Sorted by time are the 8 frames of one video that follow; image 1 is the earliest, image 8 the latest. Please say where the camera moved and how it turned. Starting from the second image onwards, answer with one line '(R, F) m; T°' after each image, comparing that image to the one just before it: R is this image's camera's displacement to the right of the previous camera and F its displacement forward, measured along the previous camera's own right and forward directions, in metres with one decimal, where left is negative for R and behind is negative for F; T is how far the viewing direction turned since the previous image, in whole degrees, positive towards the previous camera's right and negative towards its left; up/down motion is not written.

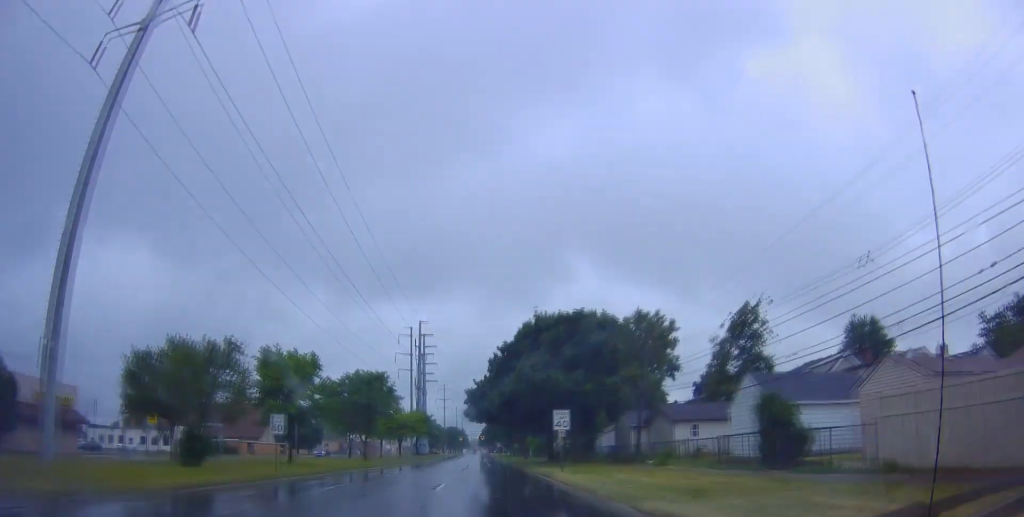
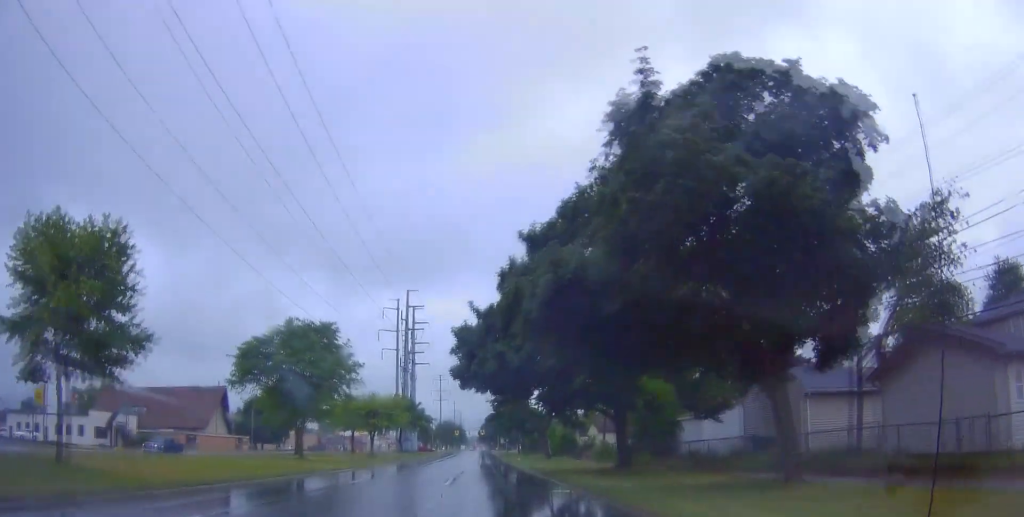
(+0.8, +28.0) m; 0°
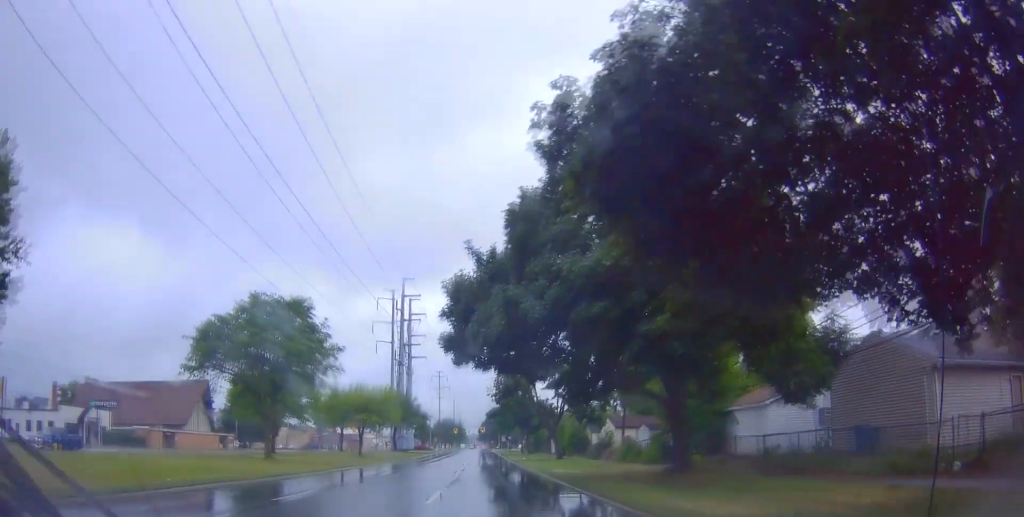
(-0.4, +8.1) m; 0°
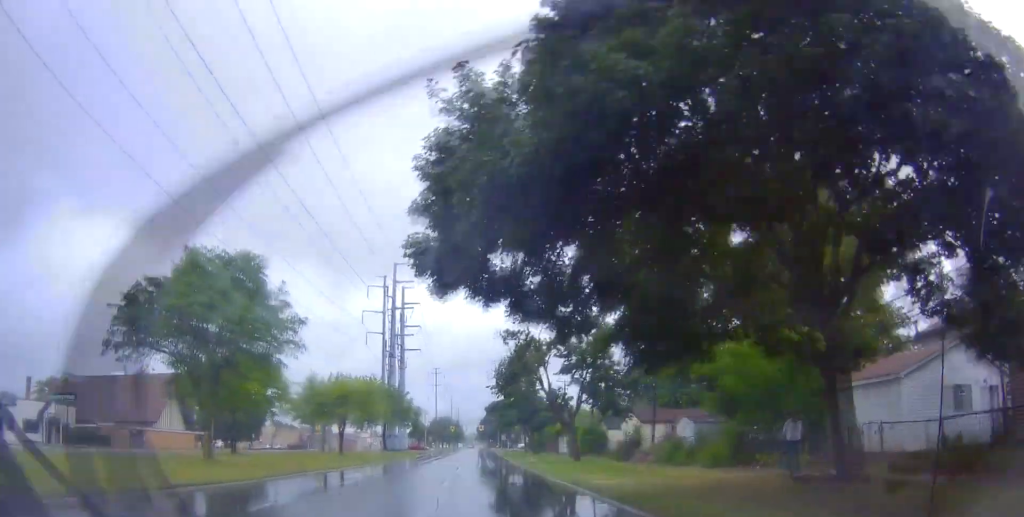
(-0.3, +9.8) m; 0°
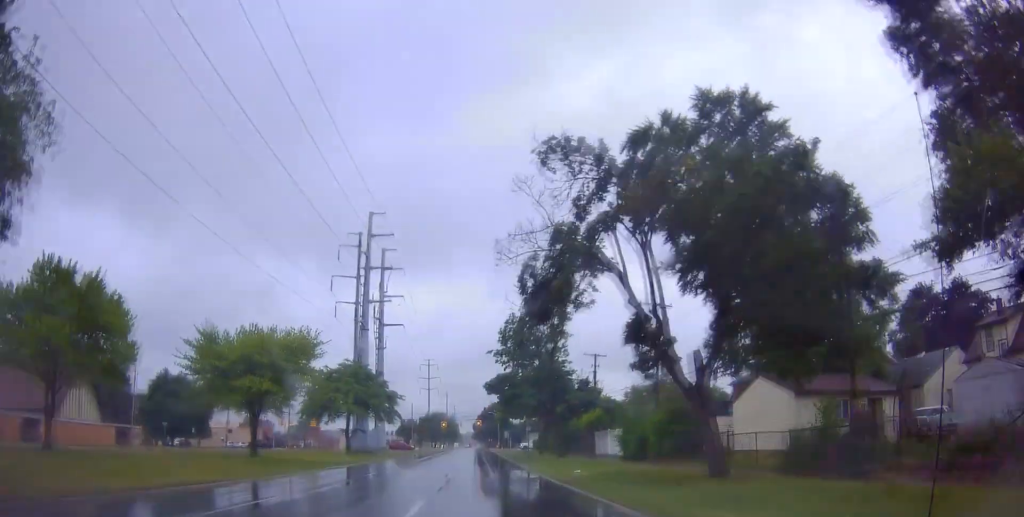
(+1.0, +25.2) m; +1°
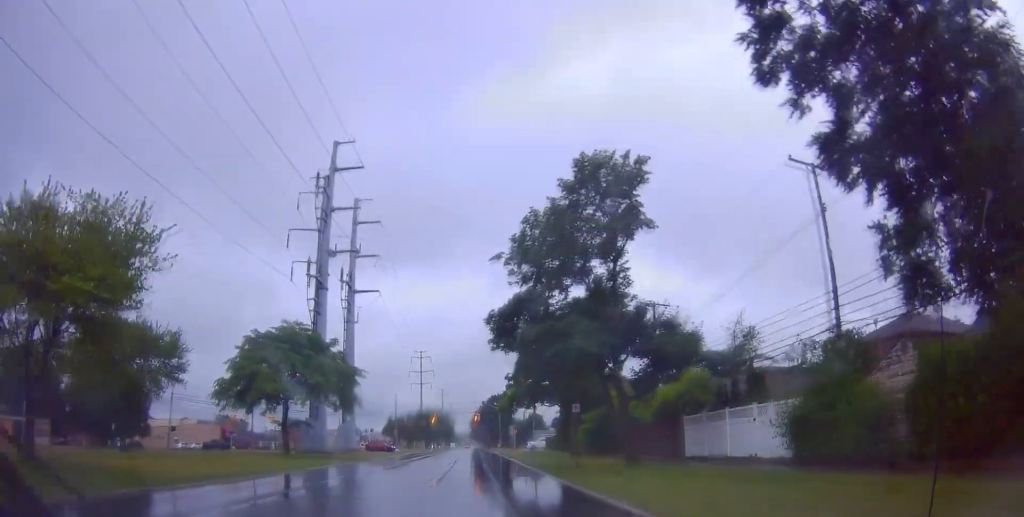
(-0.9, +23.3) m; -1°
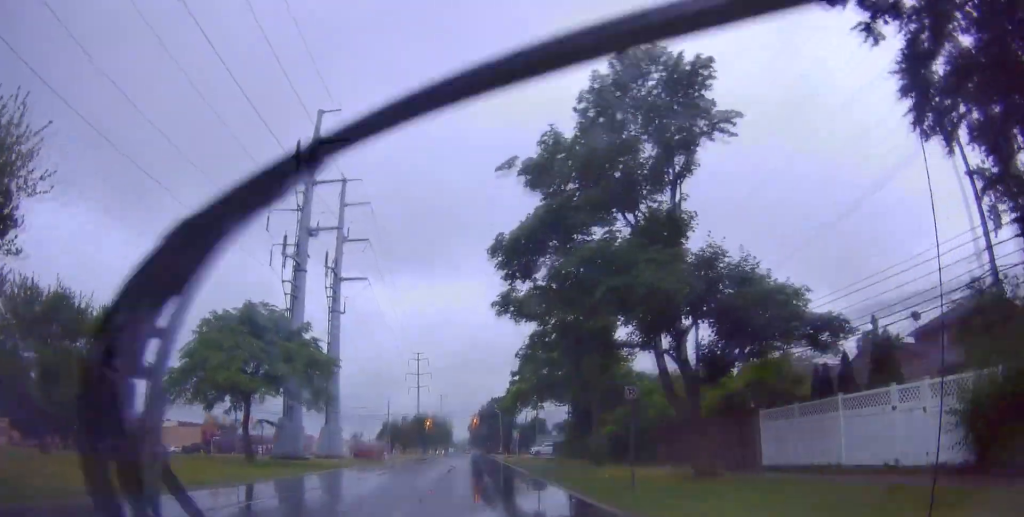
(+0.3, +8.8) m; +1°
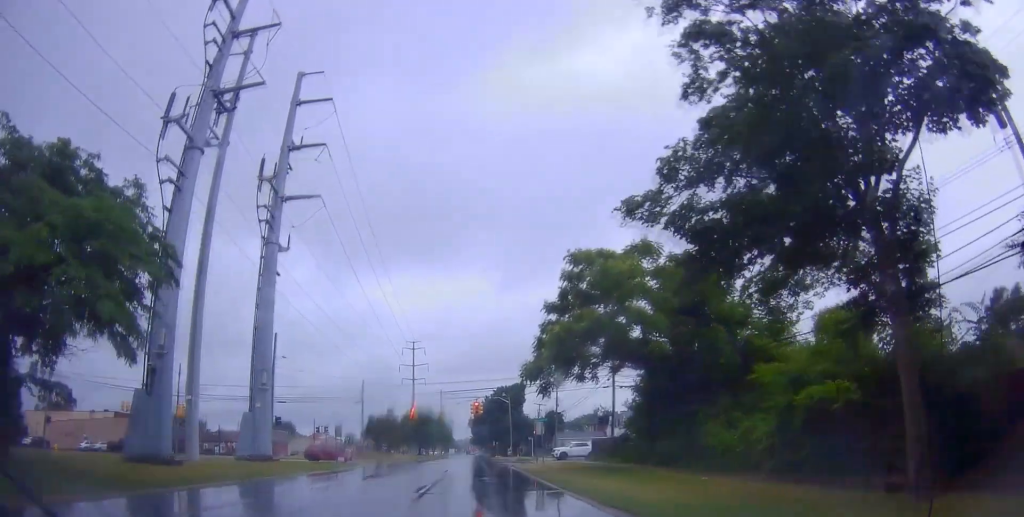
(+0.7, +27.5) m; +1°
